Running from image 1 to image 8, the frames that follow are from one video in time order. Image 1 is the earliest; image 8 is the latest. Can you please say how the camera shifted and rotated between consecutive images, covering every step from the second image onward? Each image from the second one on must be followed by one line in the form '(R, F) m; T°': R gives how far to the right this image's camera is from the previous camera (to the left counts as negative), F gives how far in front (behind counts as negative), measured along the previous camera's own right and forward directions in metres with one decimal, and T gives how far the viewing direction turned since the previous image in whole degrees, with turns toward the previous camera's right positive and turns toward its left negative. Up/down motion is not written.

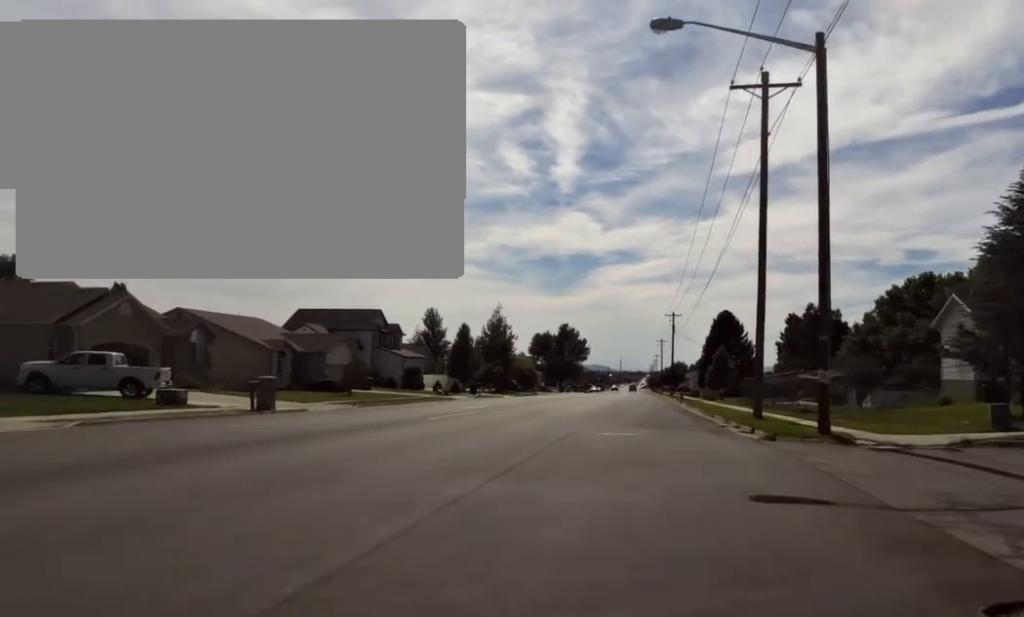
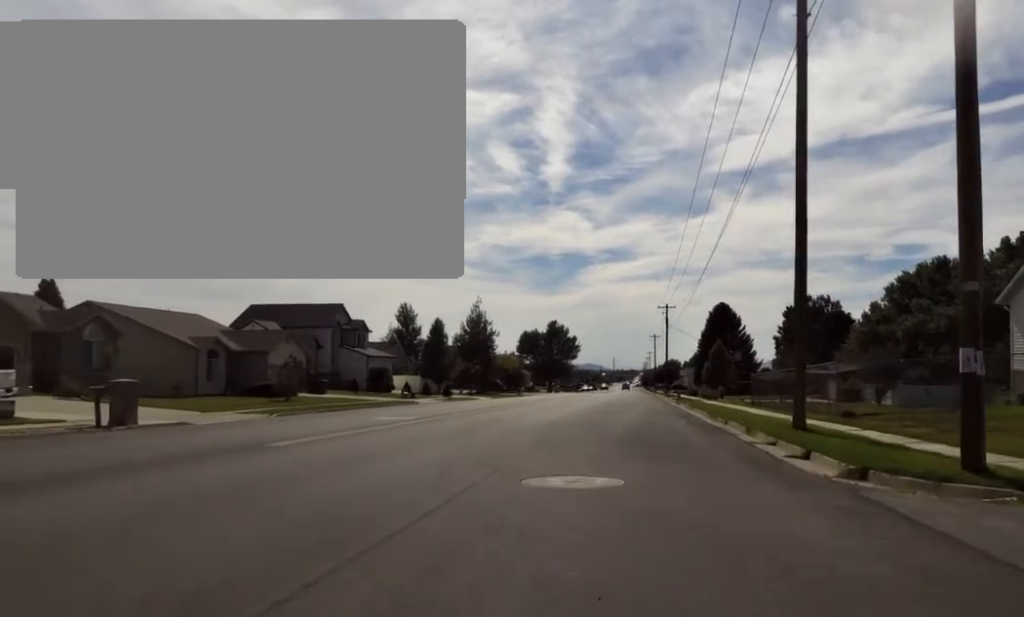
(0.0, +8.9) m; 0°
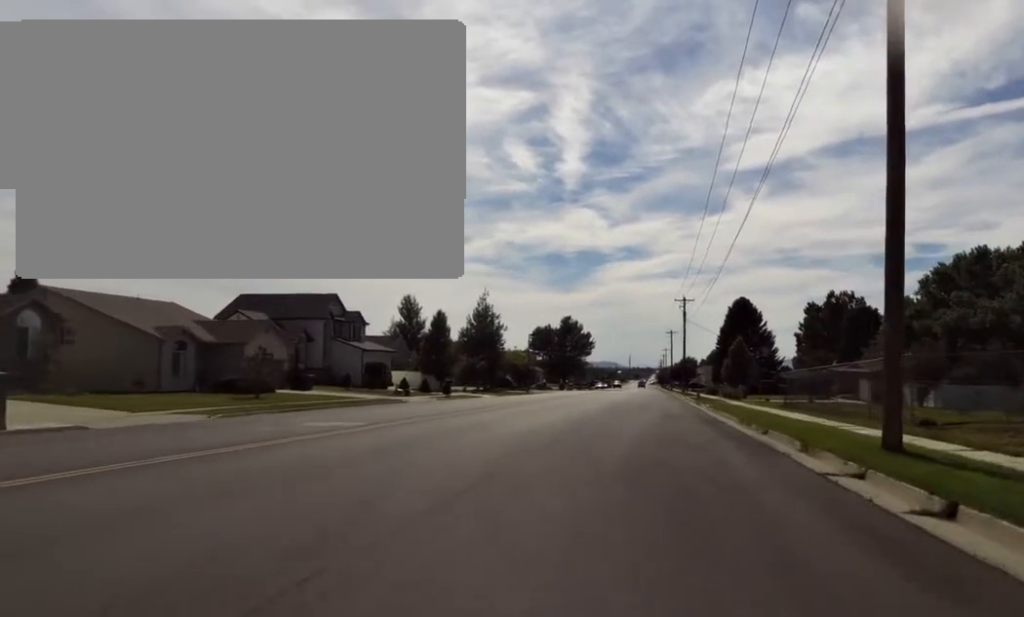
(0.0, +6.7) m; 0°
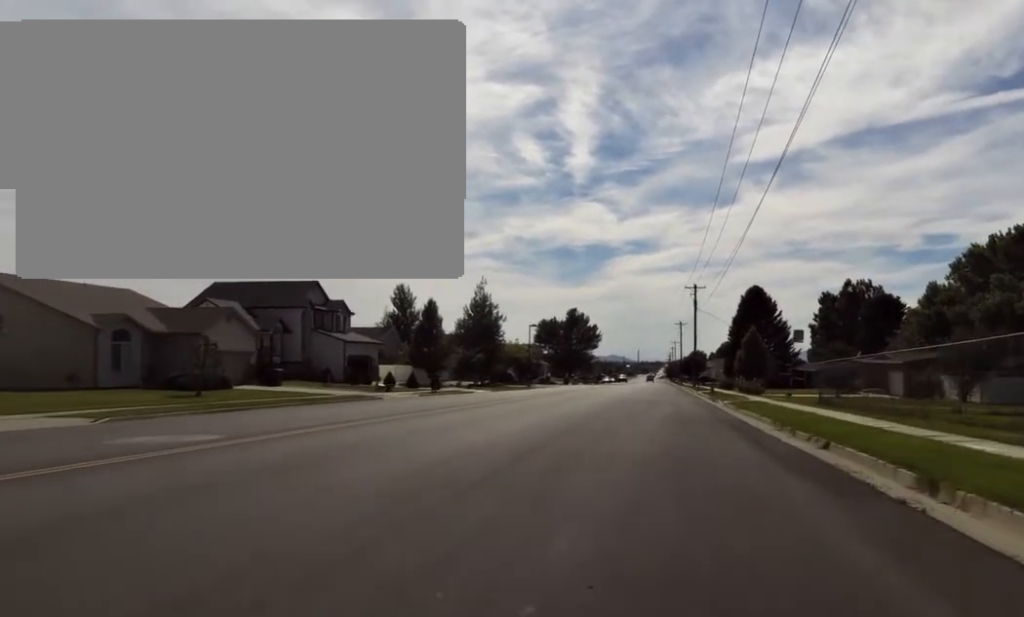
(0.0, +6.8) m; 0°
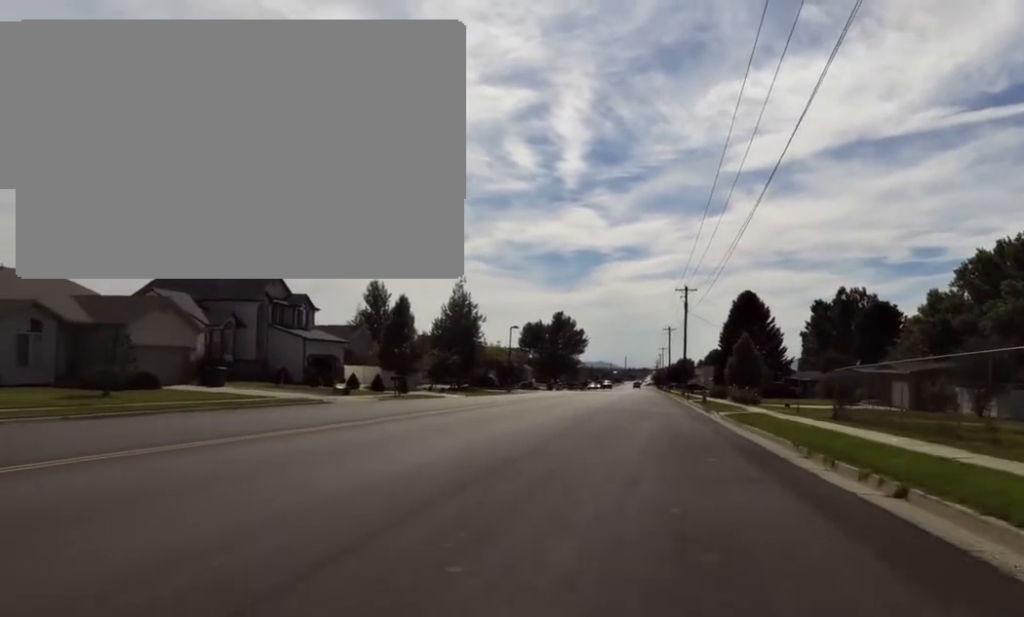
(0.0, +5.5) m; 0°
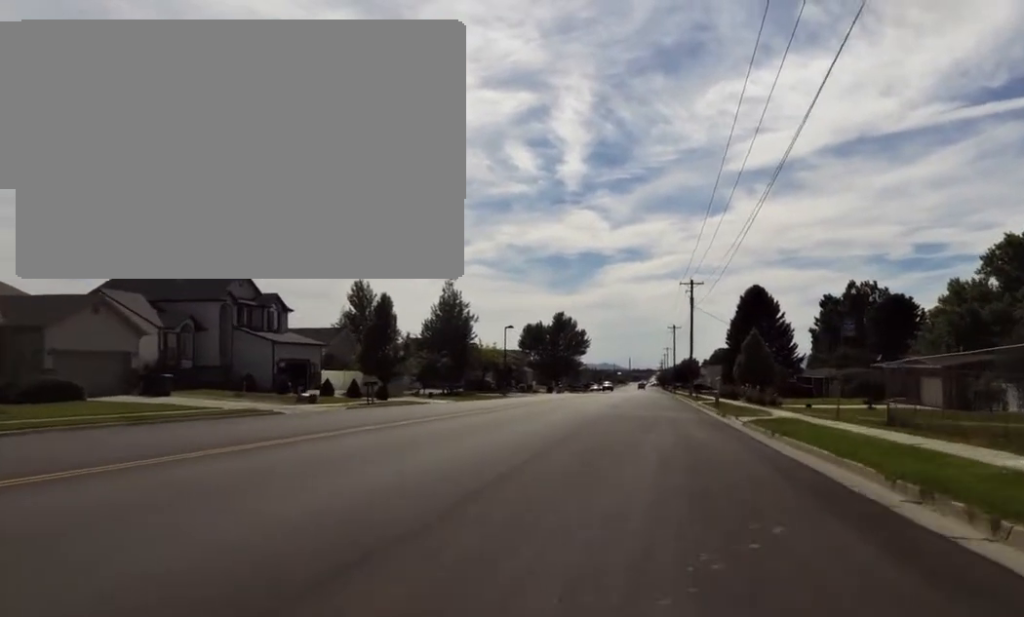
(0.0, +6.5) m; 0°
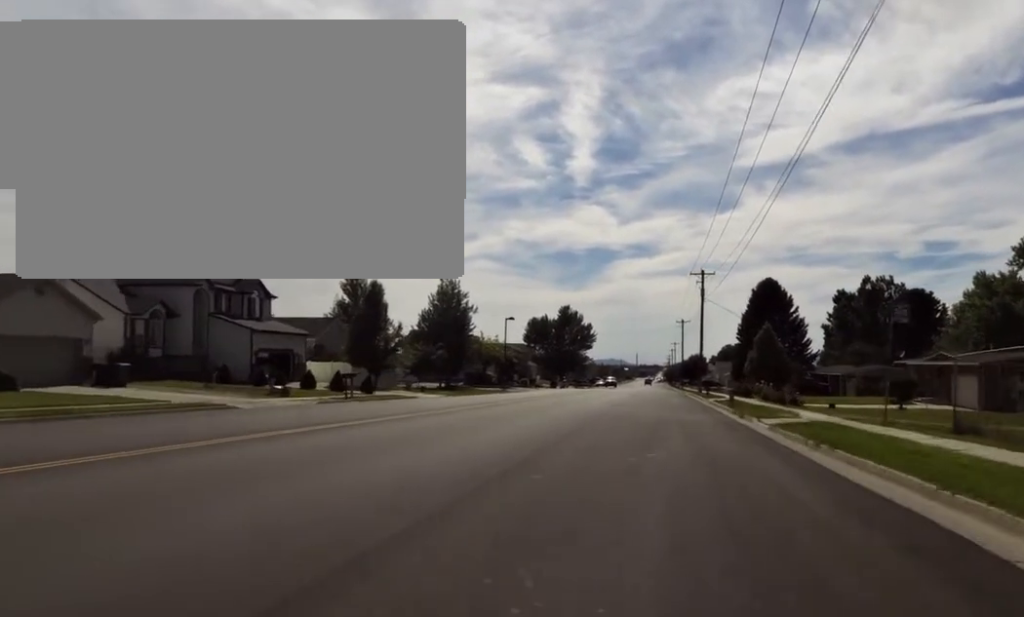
(0.0, +5.0) m; 0°
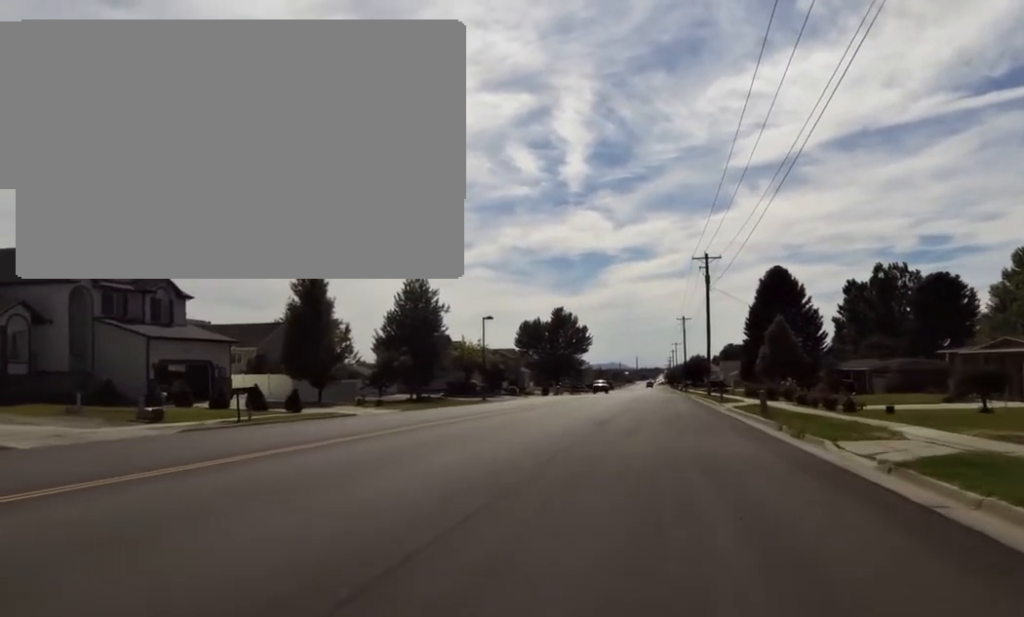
(0.0, +11.6) m; 0°
